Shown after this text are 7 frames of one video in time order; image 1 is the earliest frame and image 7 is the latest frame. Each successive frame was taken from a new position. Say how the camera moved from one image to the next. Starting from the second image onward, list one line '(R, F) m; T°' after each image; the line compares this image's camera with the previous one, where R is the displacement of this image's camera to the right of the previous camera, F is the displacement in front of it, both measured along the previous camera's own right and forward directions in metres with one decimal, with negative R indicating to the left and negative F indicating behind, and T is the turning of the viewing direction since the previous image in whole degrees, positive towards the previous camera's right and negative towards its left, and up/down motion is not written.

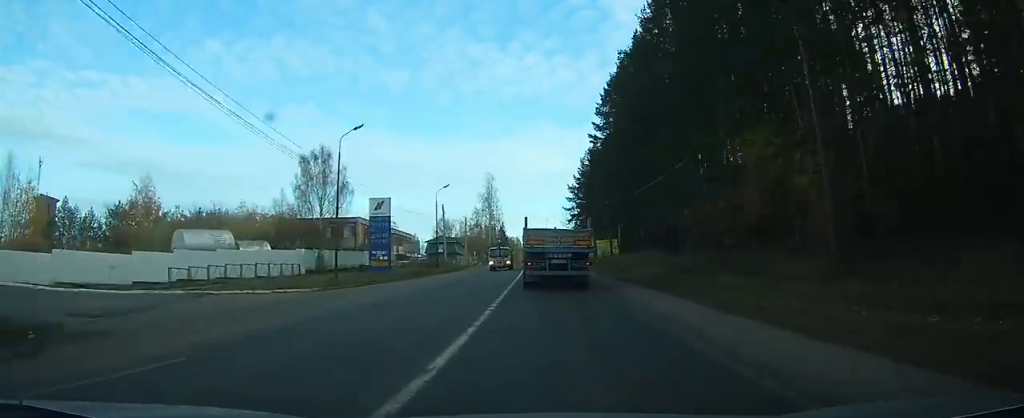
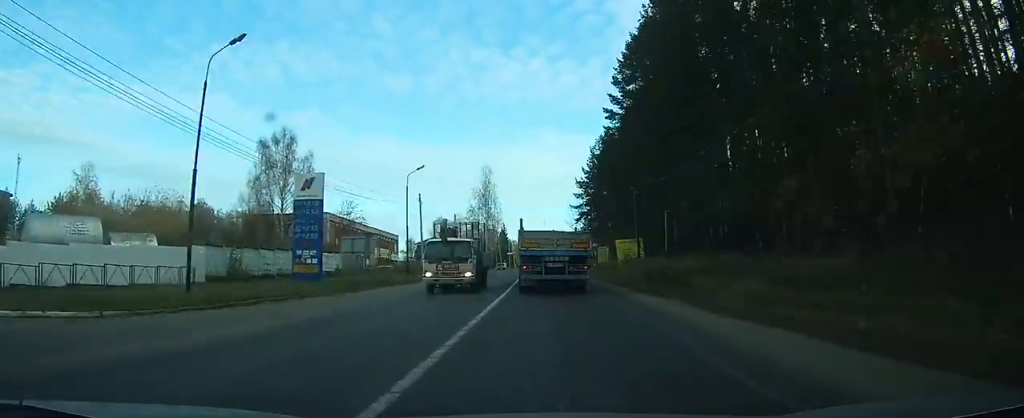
(+0.1, +14.7) m; +1°
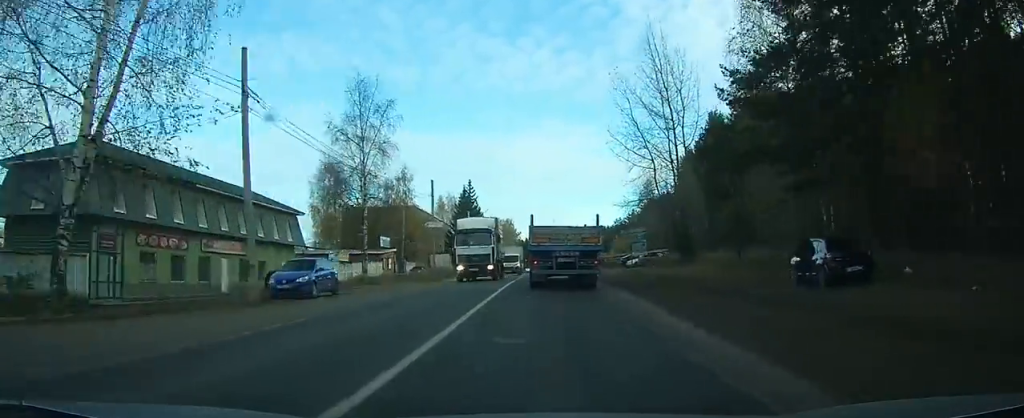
(-0.9, +102.3) m; -1°
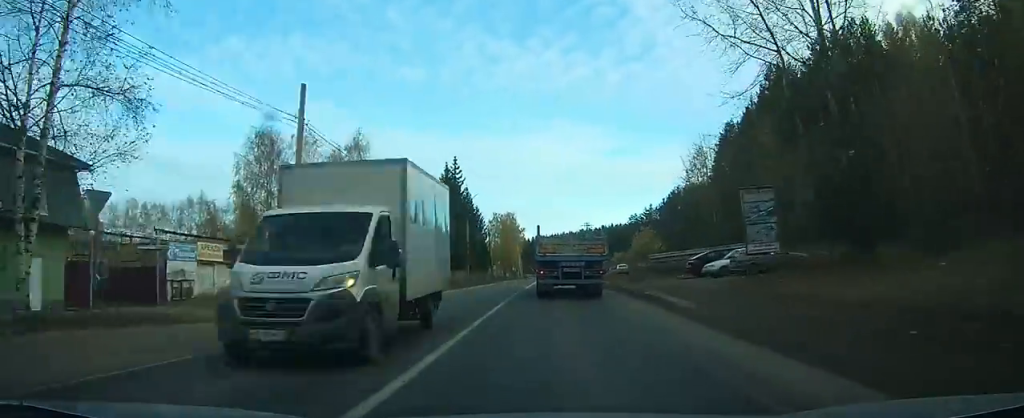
(0.0, +26.6) m; 0°
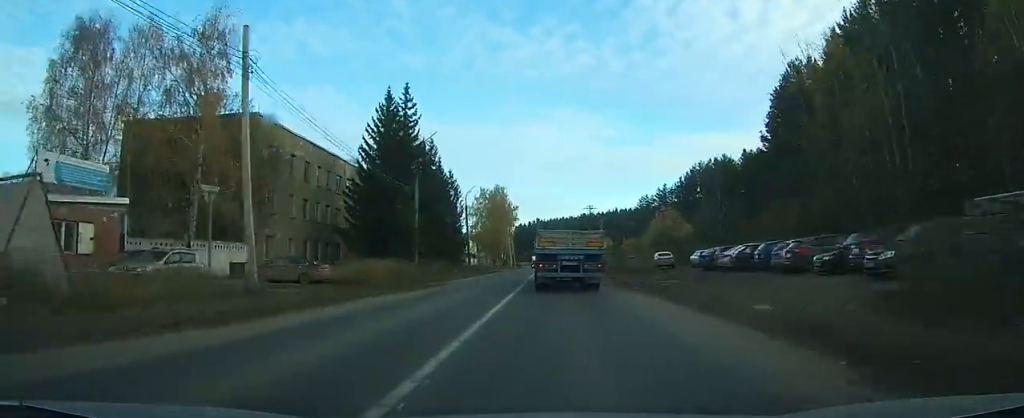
(0.0, +30.0) m; 0°
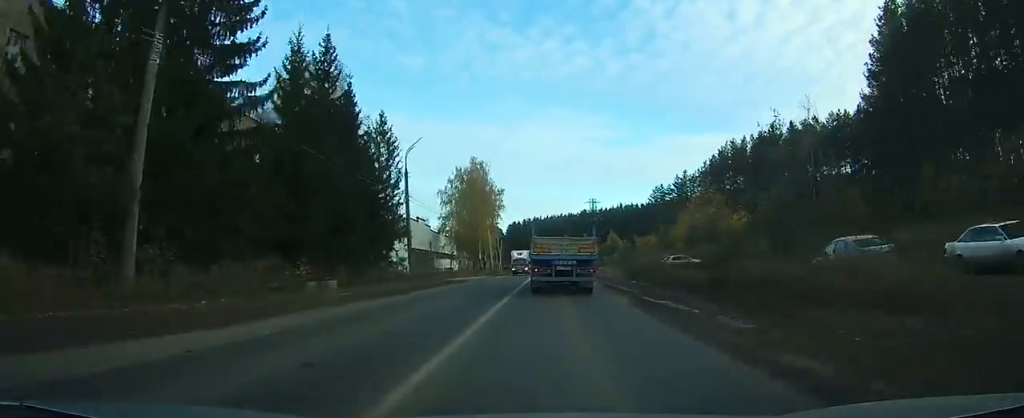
(-0.1, +34.3) m; 0°
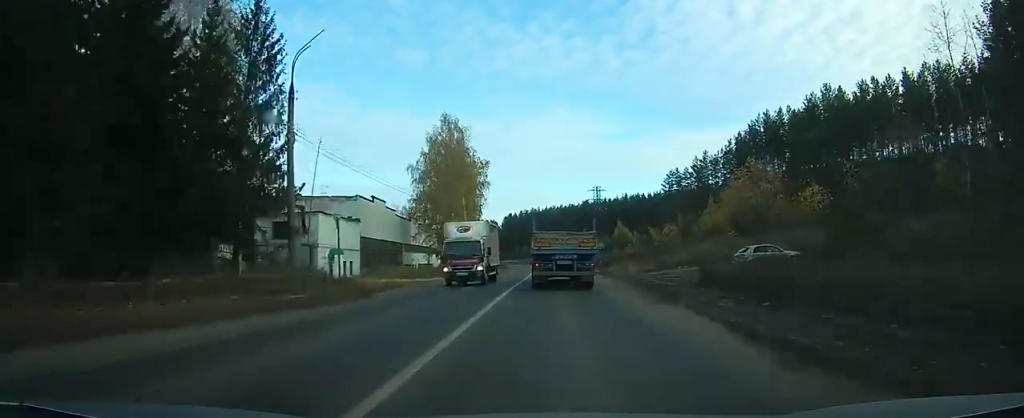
(0.0, +22.7) m; 0°
